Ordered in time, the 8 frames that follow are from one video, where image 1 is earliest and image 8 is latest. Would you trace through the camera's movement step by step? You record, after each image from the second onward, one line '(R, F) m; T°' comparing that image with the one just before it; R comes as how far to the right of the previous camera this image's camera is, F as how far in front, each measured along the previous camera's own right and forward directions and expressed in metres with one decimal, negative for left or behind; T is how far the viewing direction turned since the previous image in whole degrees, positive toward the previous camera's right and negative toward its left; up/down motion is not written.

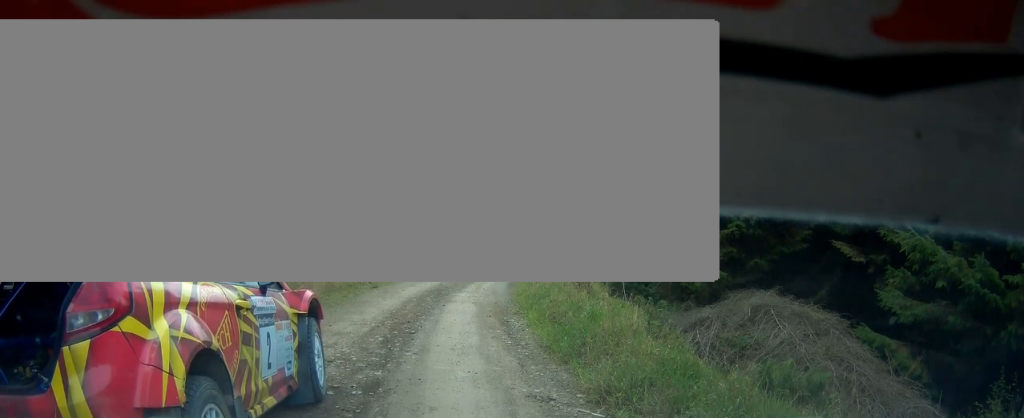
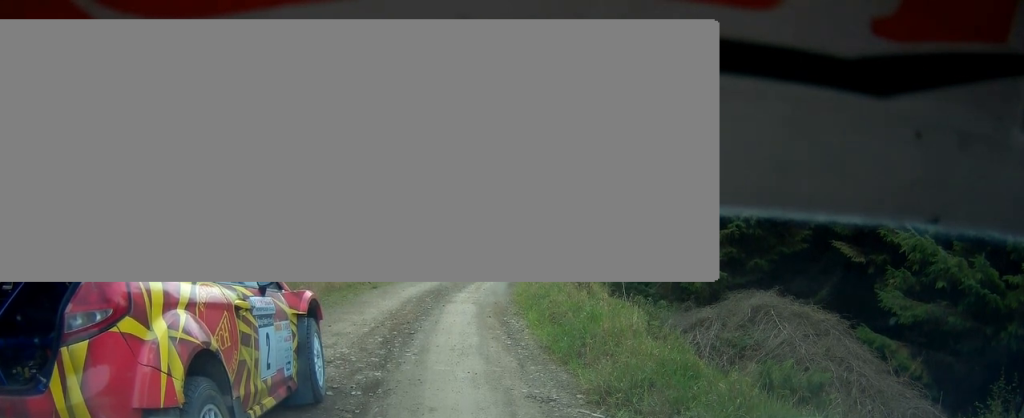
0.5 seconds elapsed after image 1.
(0.0, 0.0) m; 0°
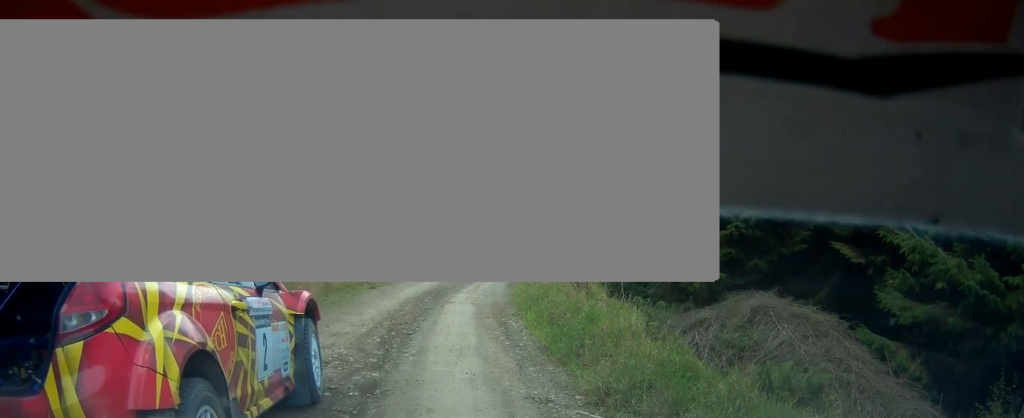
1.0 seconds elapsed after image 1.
(0.0, 0.0) m; 0°
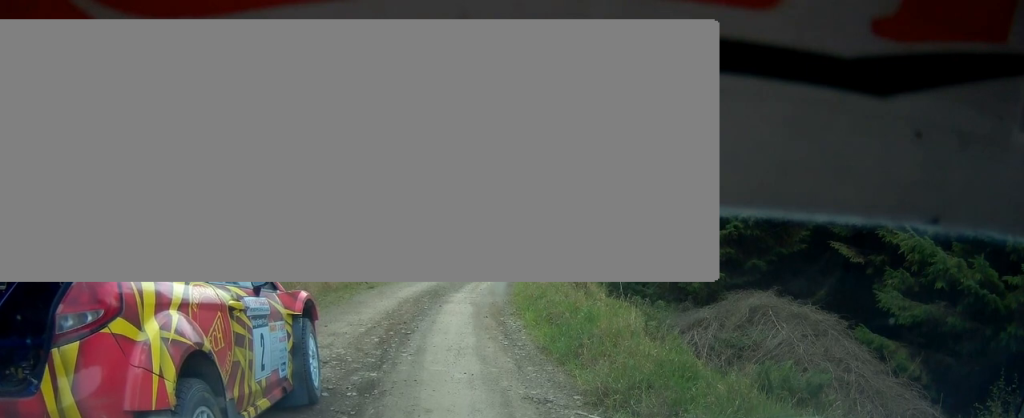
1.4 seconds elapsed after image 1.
(0.0, 0.0) m; 0°
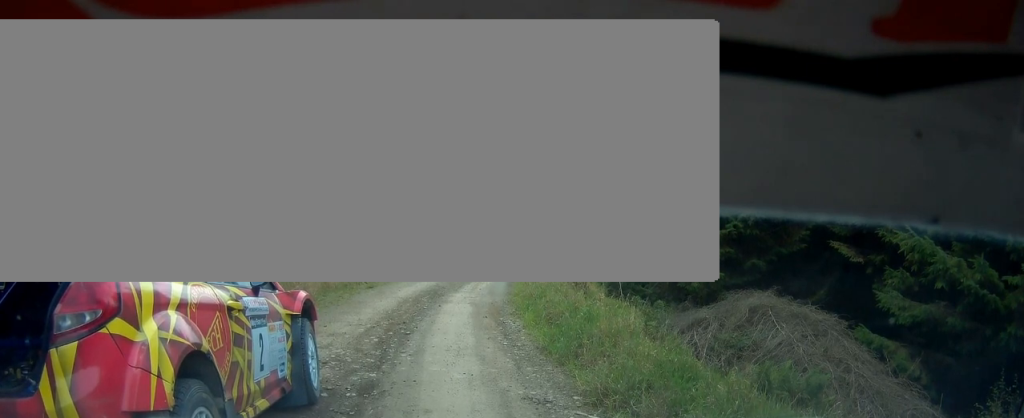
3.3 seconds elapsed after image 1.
(-0.2, +0.3) m; 0°
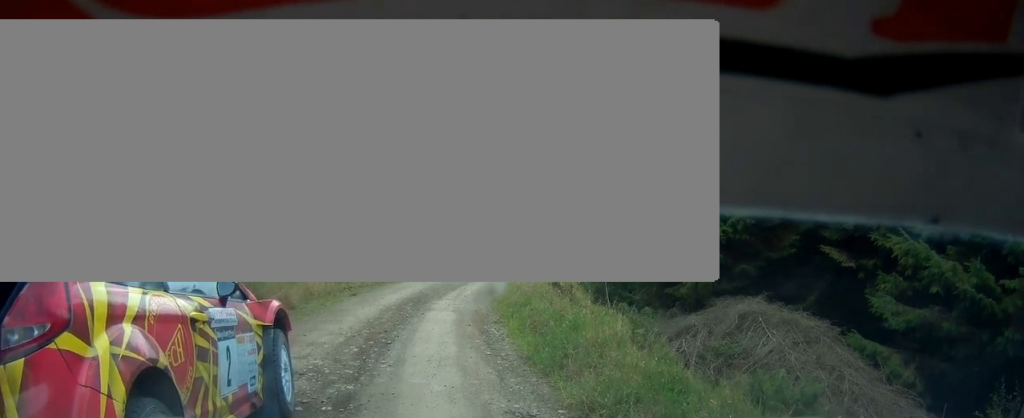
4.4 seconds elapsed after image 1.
(-0.6, +1.2) m; -7°
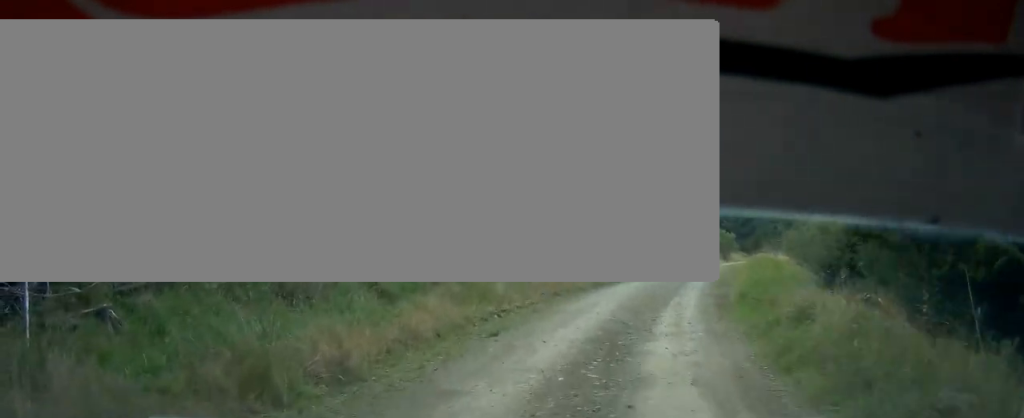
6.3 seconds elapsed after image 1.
(-0.9, +5.5) m; -12°
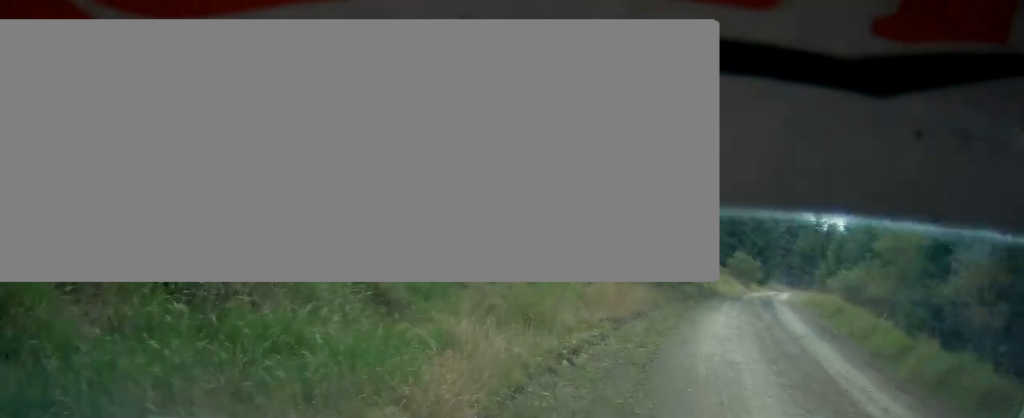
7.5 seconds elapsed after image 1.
(-0.2, +3.4) m; -6°
